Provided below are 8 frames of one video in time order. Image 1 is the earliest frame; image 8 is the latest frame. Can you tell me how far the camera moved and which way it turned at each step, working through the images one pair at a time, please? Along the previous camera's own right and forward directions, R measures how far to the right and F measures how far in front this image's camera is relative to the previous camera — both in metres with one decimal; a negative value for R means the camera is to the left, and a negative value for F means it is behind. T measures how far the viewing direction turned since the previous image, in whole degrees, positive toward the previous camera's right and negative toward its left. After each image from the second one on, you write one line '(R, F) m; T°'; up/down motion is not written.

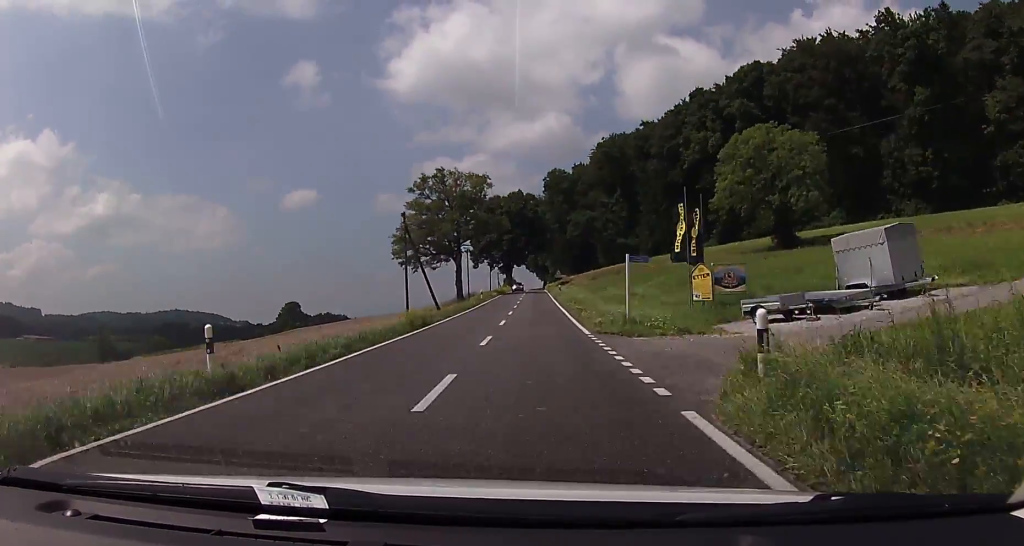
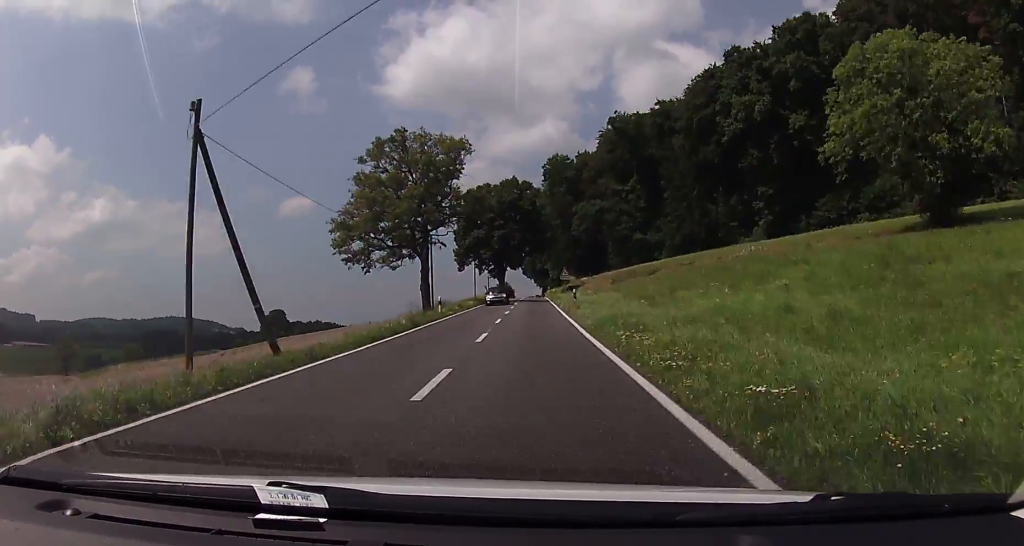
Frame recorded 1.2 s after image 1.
(+0.1, +26.1) m; -1°
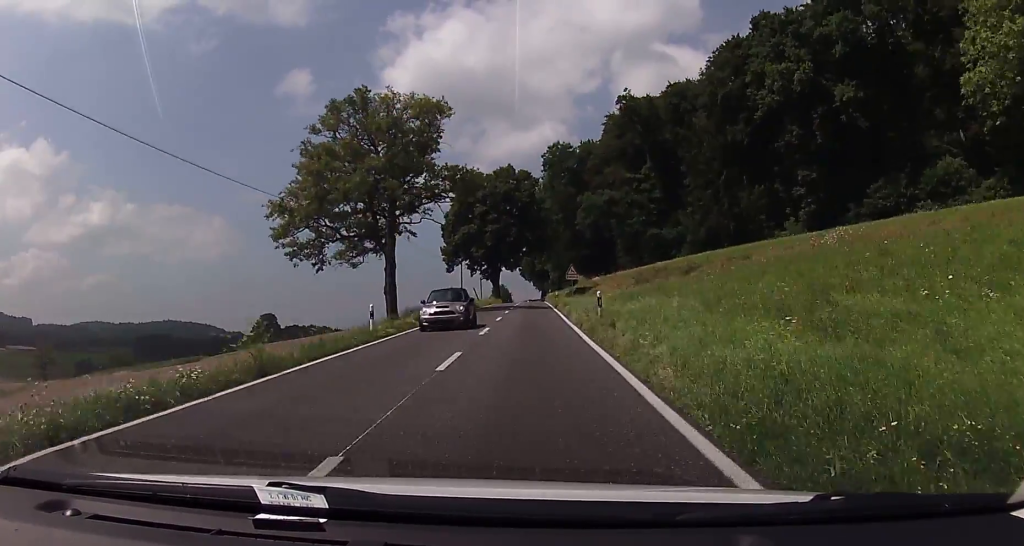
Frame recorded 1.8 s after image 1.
(-0.2, +14.8) m; -1°
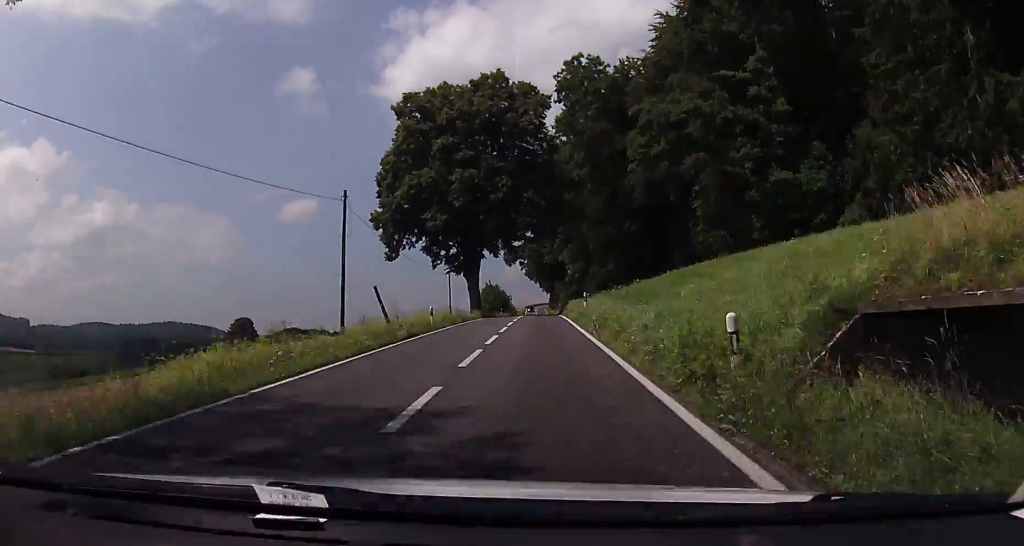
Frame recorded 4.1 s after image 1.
(0.0, +49.3) m; 0°
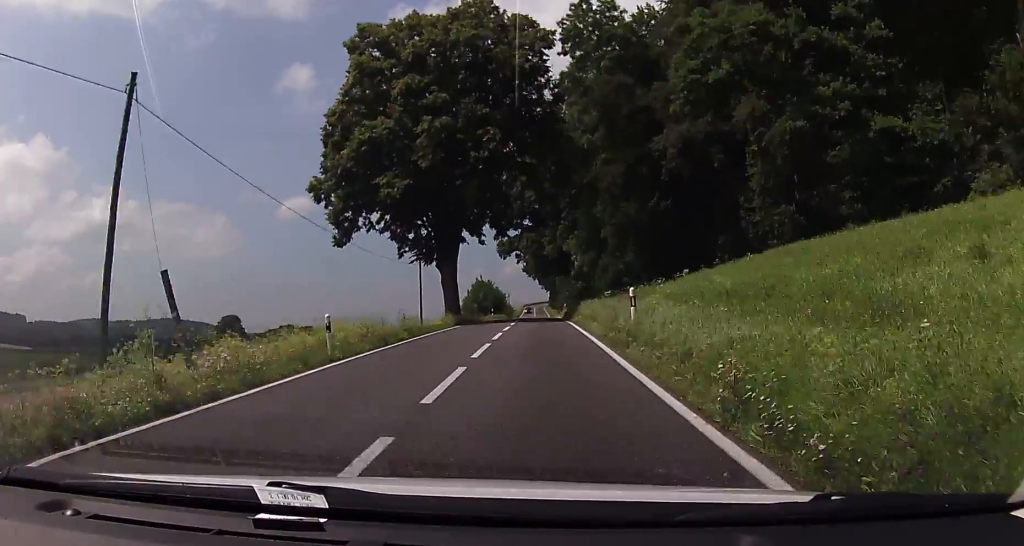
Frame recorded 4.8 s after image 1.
(0.0, +16.0) m; 0°
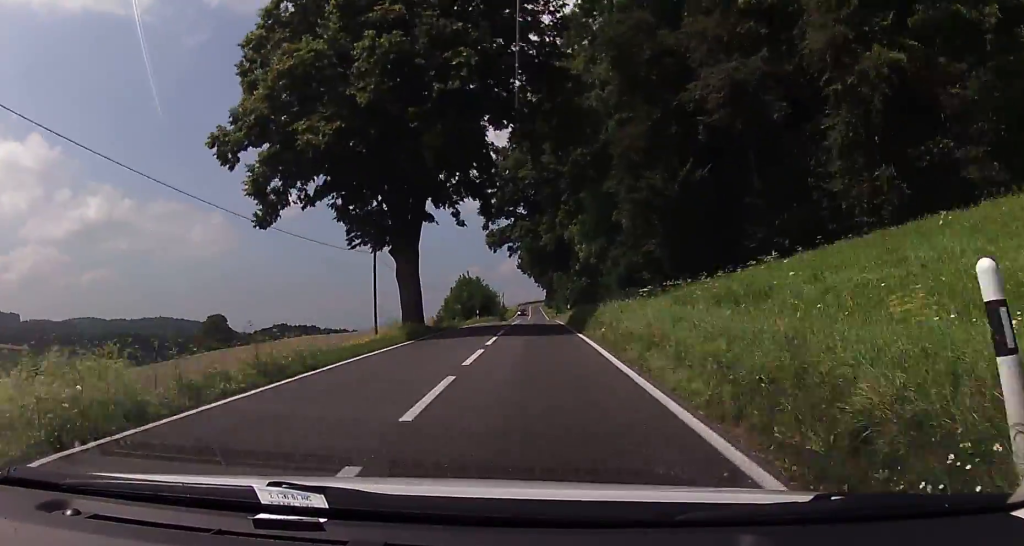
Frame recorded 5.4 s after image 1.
(0.0, +13.0) m; 0°
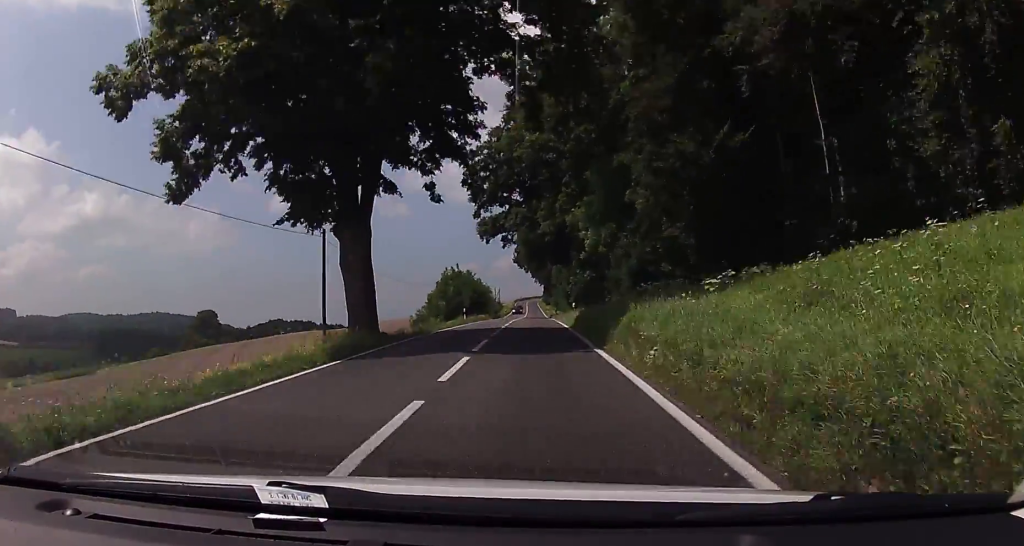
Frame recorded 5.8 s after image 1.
(0.0, +8.7) m; 0°
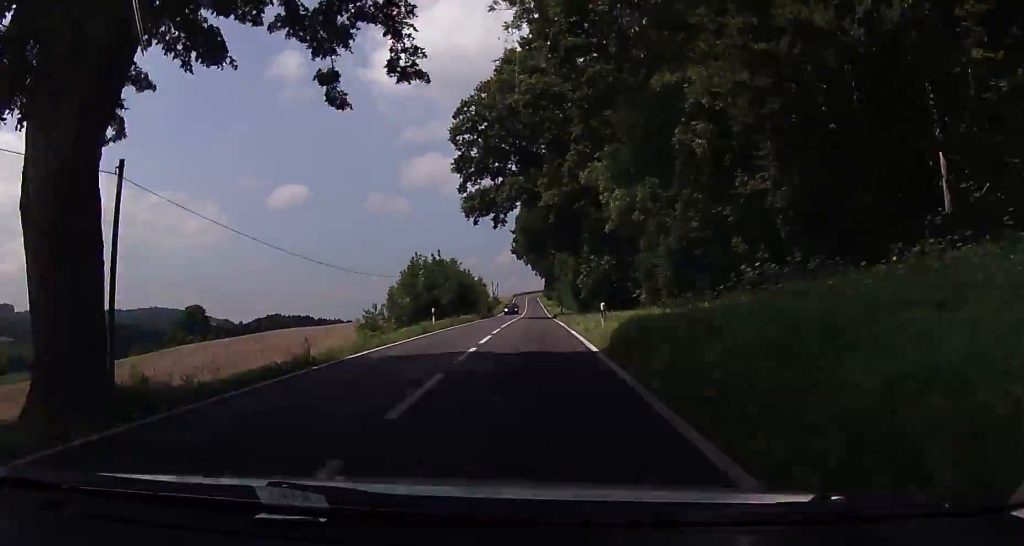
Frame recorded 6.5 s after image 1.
(0.0, +15.2) m; 0°
